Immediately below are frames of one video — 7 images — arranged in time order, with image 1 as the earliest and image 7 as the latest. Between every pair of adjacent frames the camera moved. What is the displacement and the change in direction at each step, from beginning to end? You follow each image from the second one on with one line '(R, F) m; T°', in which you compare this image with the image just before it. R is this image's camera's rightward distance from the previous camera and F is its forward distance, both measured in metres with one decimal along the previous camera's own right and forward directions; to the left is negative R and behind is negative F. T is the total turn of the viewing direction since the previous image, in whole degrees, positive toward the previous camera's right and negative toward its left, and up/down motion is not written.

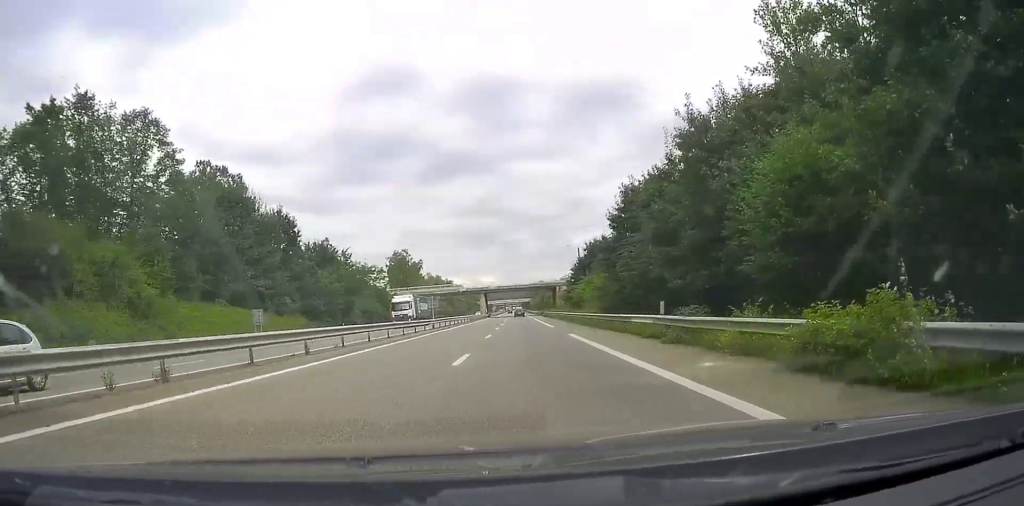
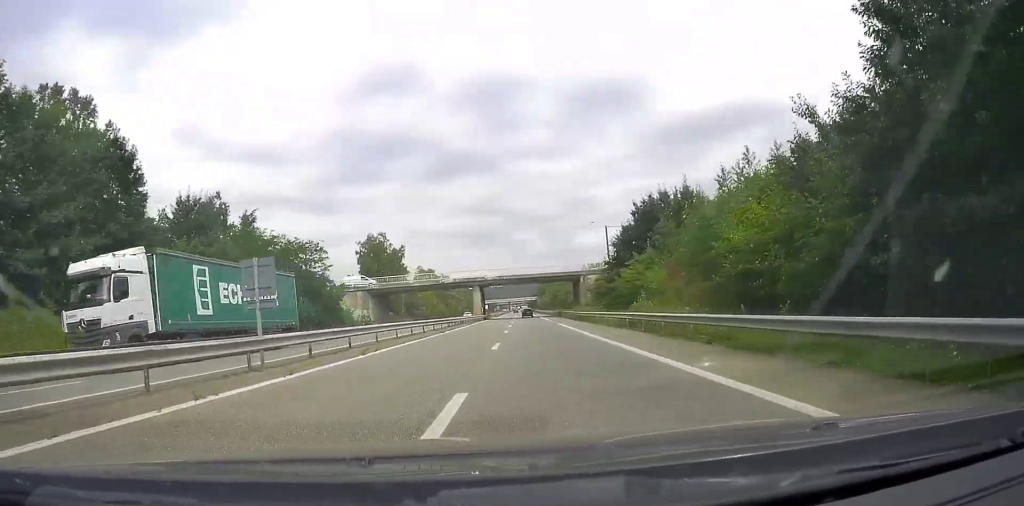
(-0.8, +33.2) m; 0°
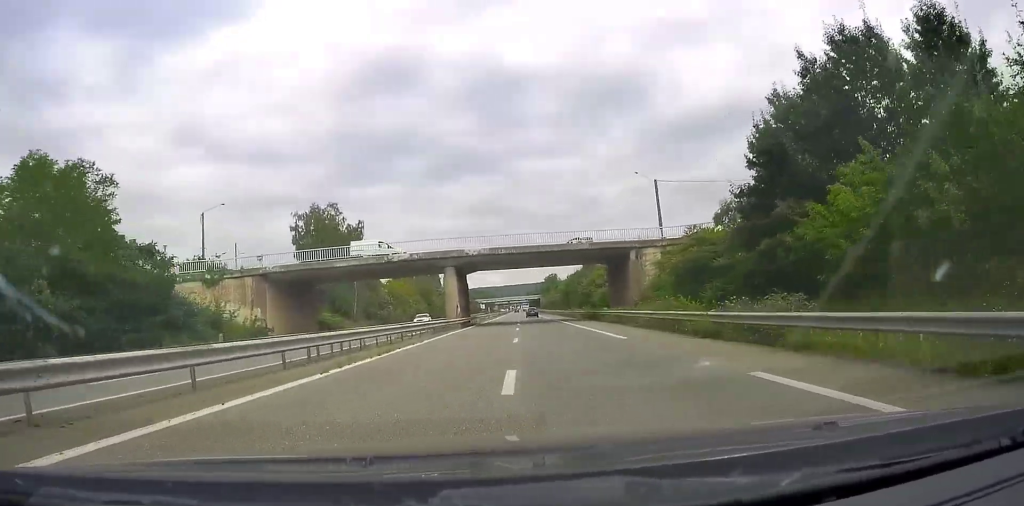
(+0.9, +35.1) m; +1°
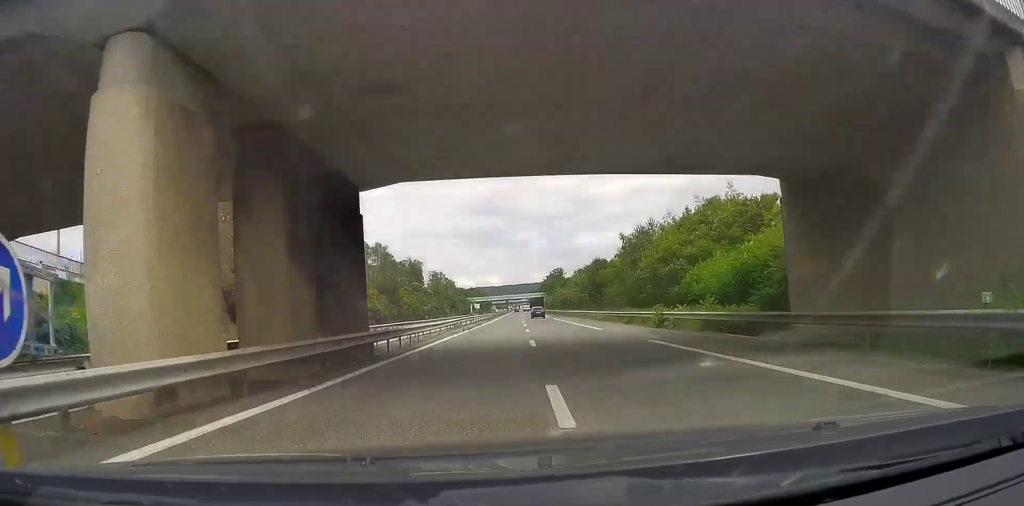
(-0.4, +40.0) m; 0°
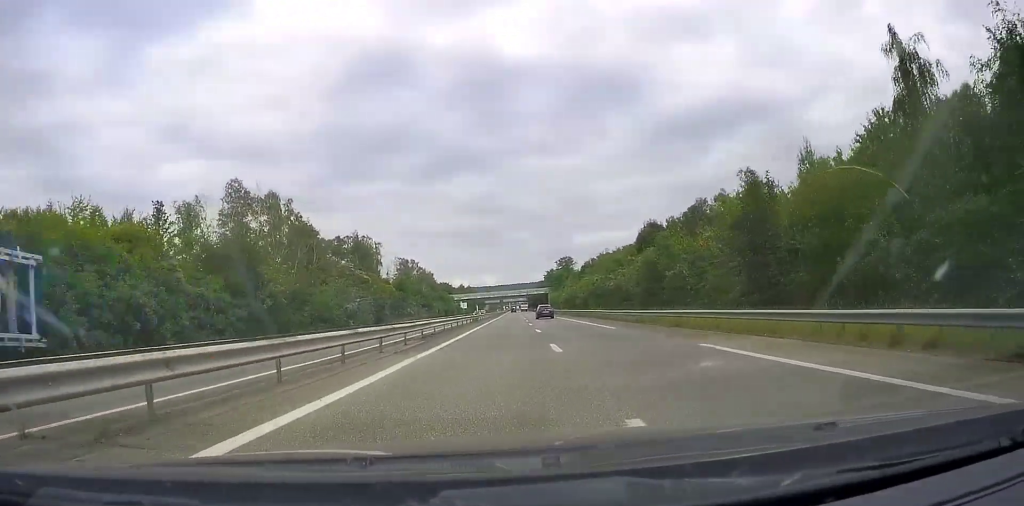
(+0.2, +53.8) m; 0°
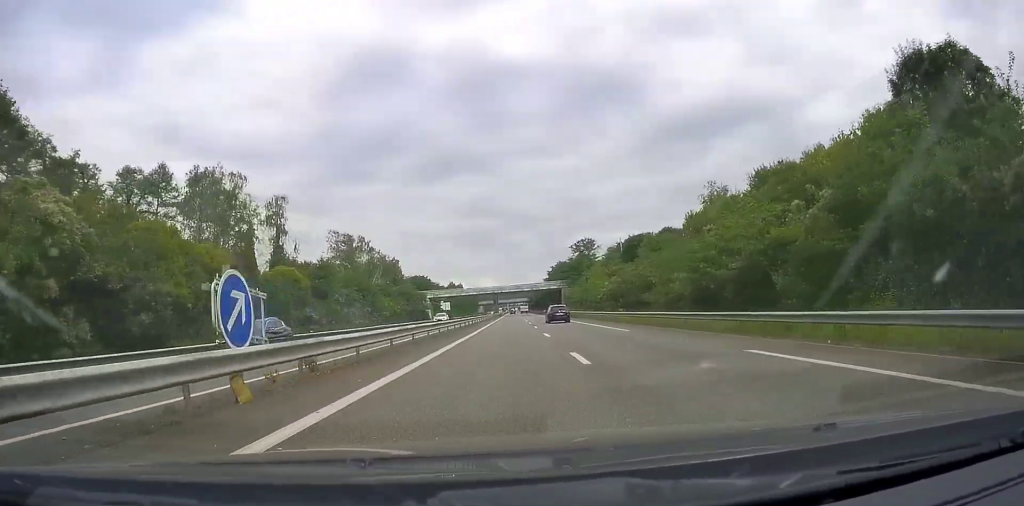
(+0.3, +55.5) m; 0°
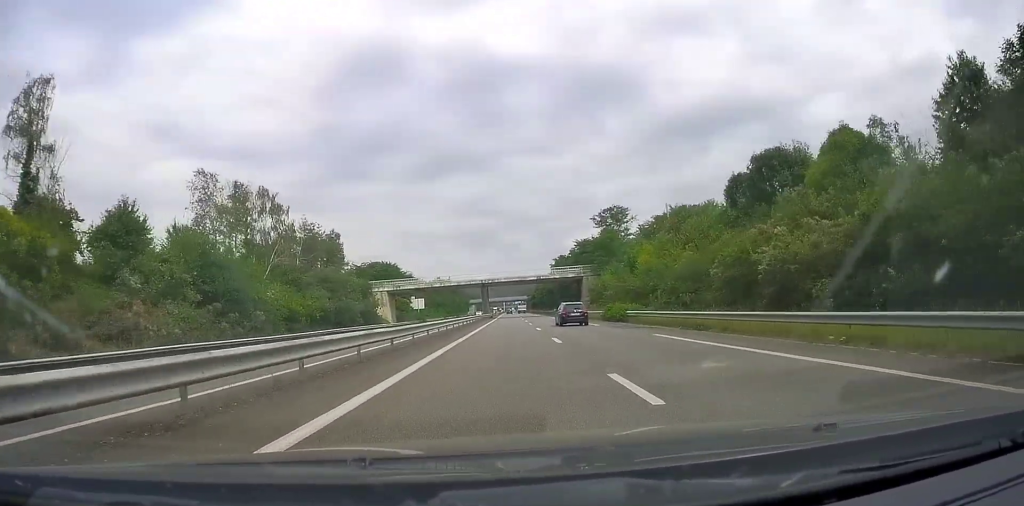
(-0.3, +44.4) m; 0°
